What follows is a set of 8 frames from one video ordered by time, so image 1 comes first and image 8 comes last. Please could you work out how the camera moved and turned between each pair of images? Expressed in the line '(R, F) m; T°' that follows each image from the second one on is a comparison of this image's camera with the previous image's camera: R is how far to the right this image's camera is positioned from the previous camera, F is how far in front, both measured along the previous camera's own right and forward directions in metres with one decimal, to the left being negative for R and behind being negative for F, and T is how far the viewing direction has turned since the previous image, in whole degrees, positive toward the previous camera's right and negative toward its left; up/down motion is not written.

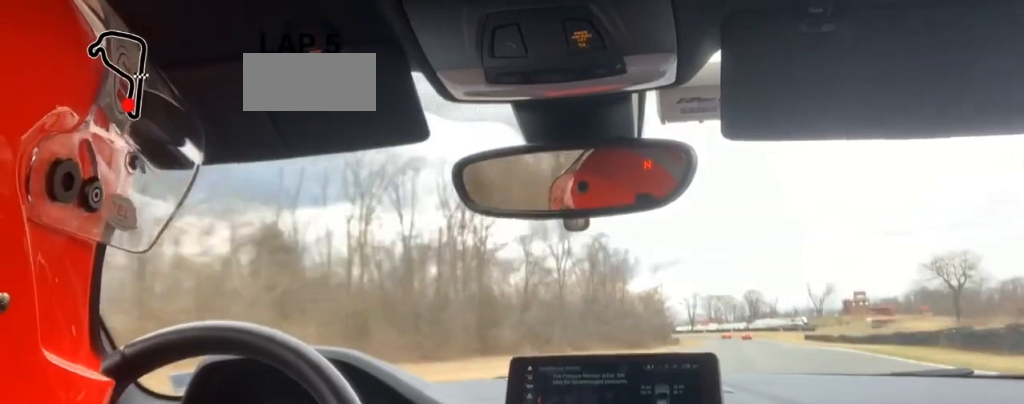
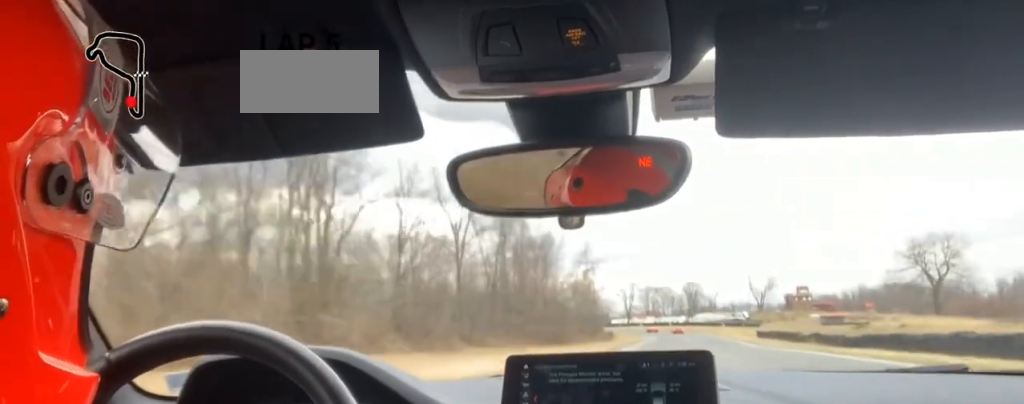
(+1.0, +25.8) m; +4°
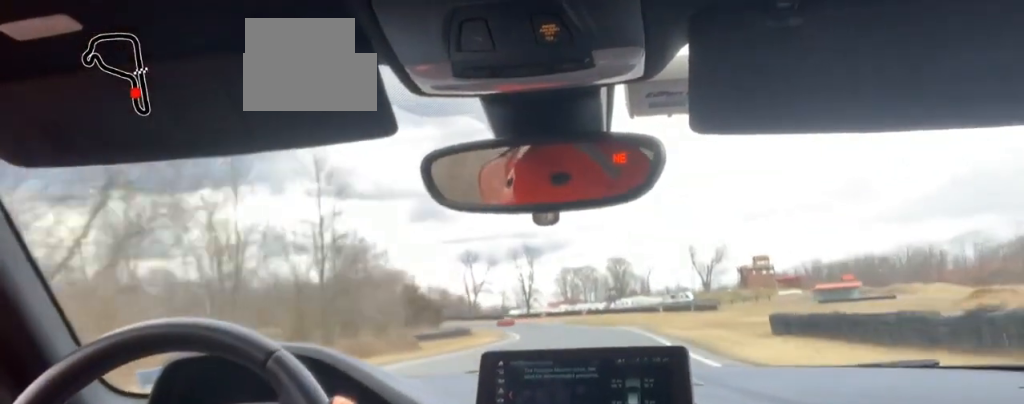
(+6.3, +88.5) m; -2°
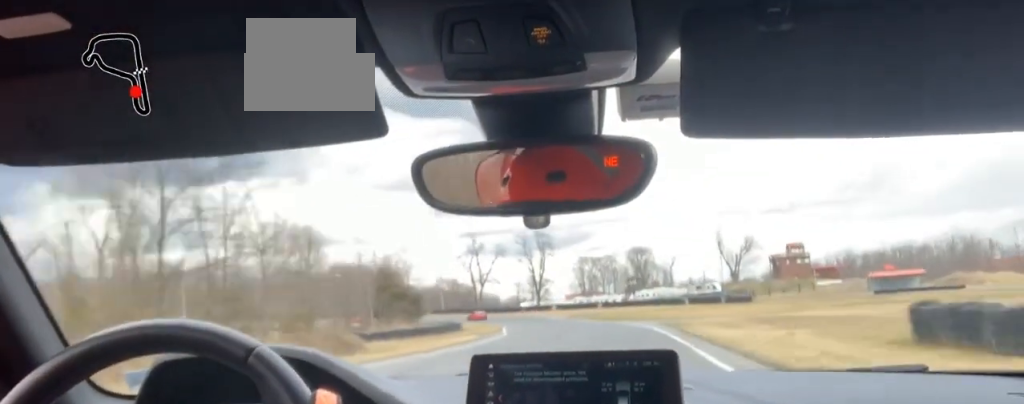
(-1.1, +17.5) m; -4°
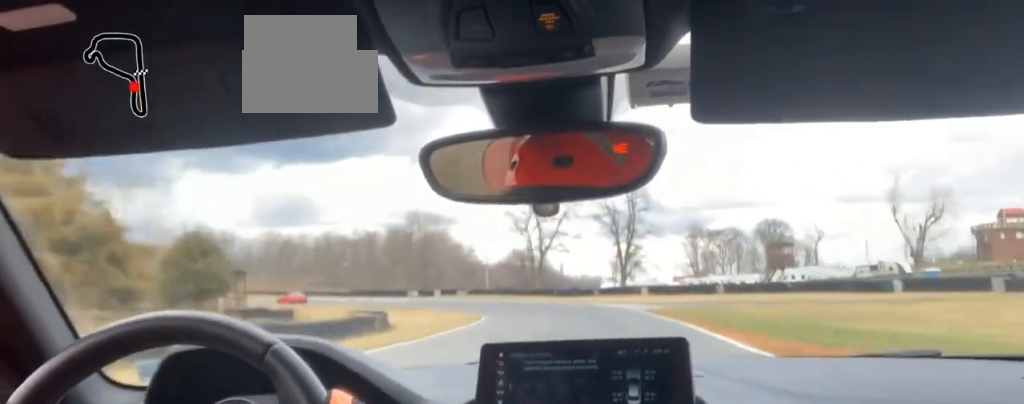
(-8.1, +61.1) m; -9°
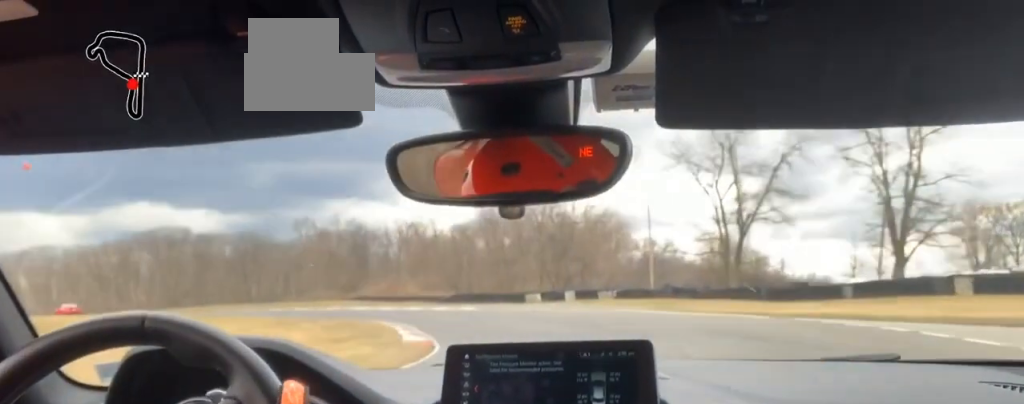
(-0.1, +56.6) m; 0°
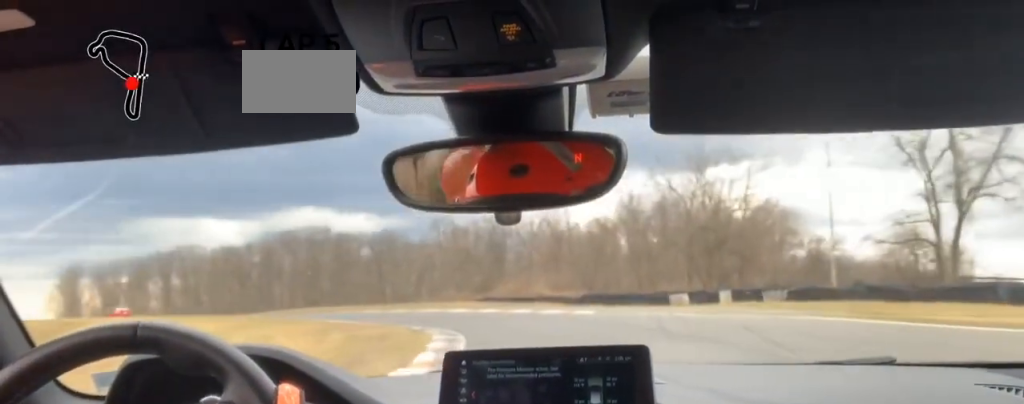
(0.0, +18.3) m; 0°
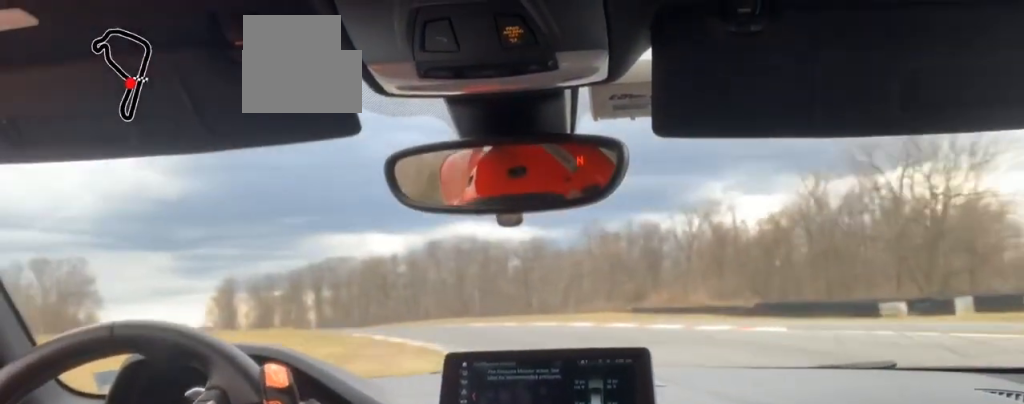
(0.0, +19.1) m; 0°
